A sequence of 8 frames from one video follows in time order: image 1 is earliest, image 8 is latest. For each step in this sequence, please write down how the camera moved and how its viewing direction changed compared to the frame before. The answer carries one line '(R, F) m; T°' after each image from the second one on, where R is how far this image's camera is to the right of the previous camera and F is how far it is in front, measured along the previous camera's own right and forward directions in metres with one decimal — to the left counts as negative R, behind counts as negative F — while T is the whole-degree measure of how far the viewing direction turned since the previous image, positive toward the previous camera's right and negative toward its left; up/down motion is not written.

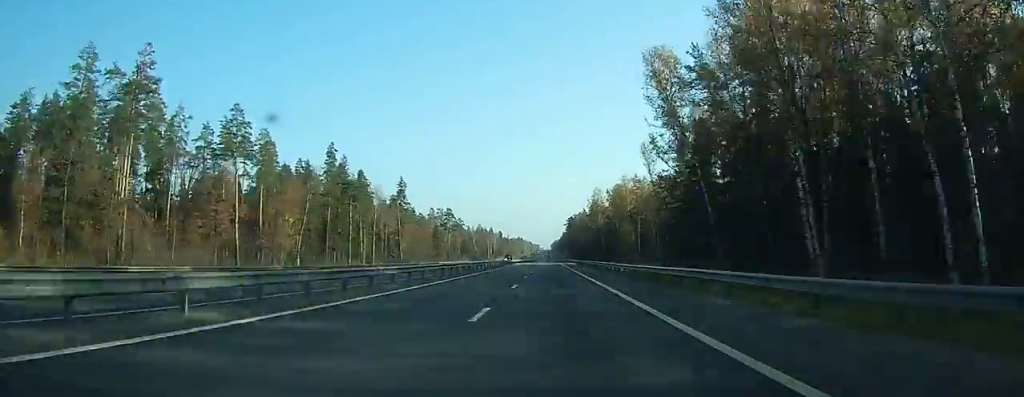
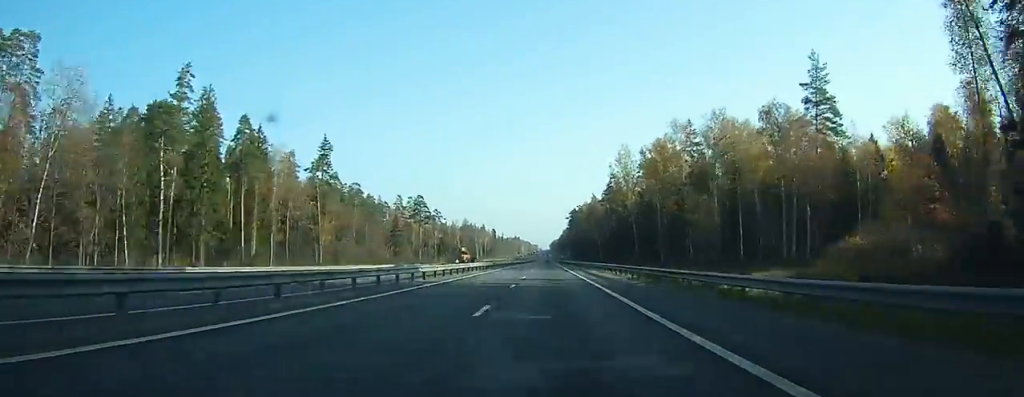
(-0.2, +70.8) m; 0°
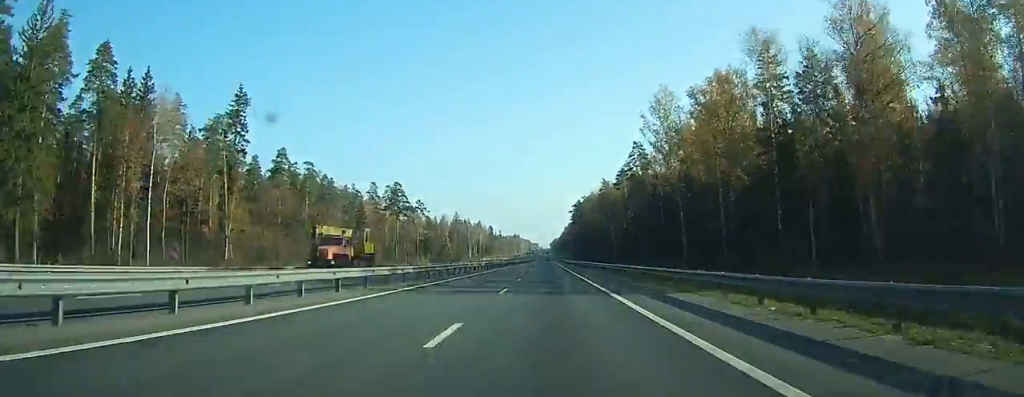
(-0.1, +40.5) m; 0°
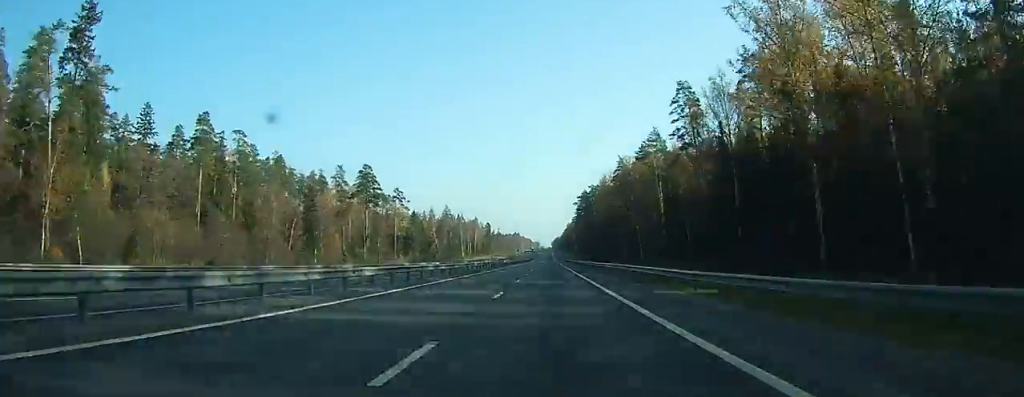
(0.0, +38.7) m; 0°
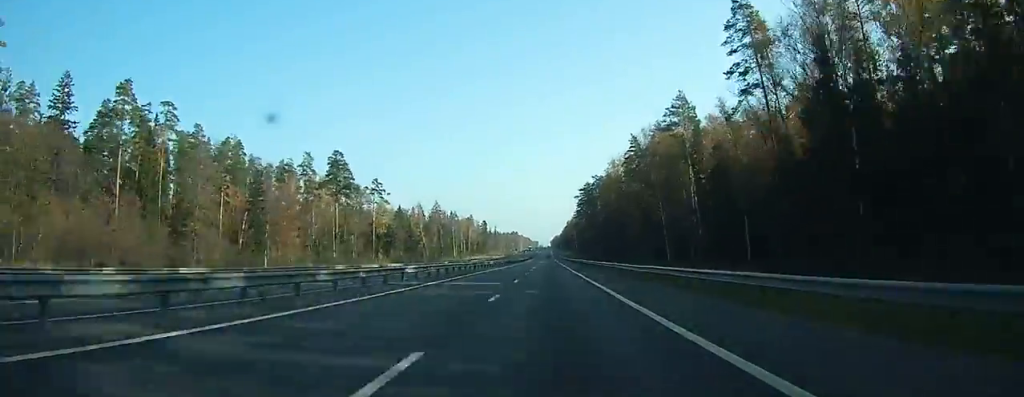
(0.0, +25.2) m; 0°
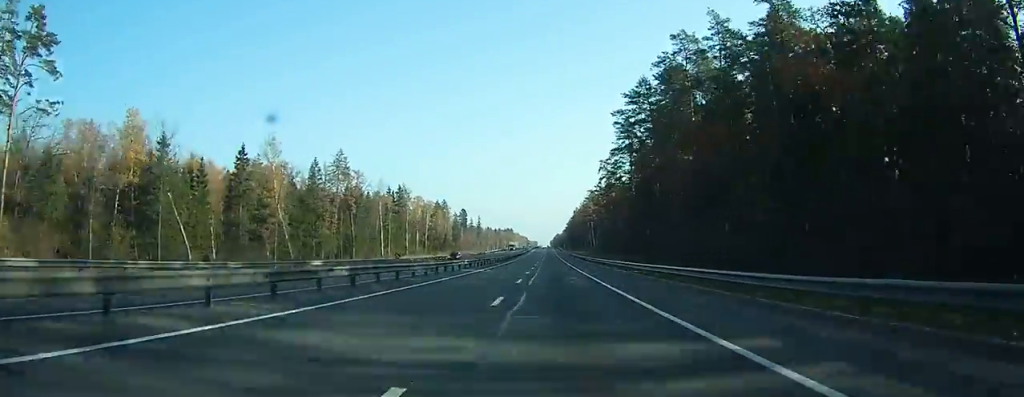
(+1.0, +129.2) m; +1°
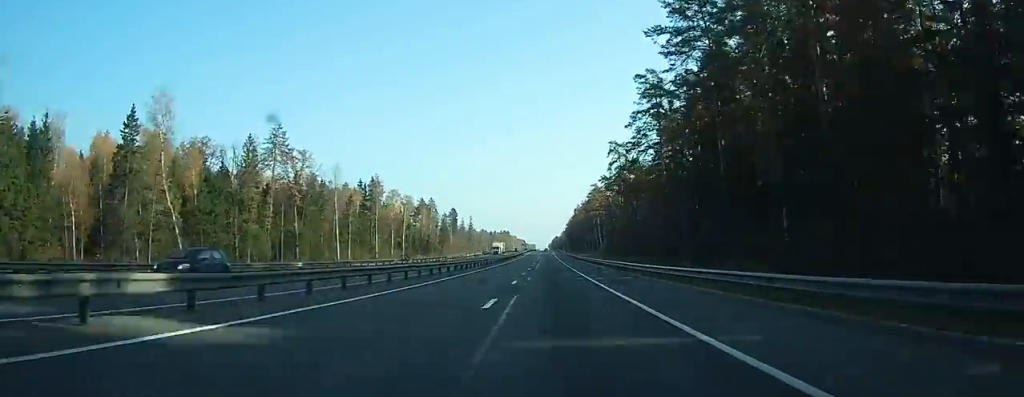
(+0.3, +36.0) m; 0°
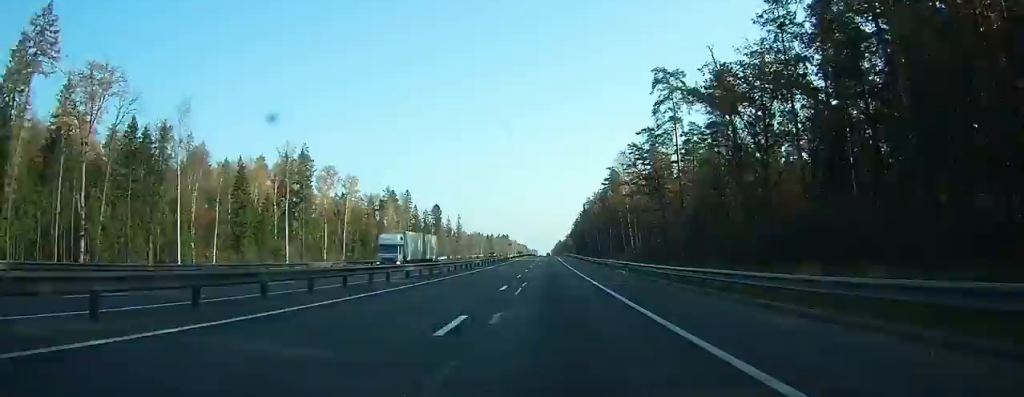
(-0.1, +67.0) m; -1°
